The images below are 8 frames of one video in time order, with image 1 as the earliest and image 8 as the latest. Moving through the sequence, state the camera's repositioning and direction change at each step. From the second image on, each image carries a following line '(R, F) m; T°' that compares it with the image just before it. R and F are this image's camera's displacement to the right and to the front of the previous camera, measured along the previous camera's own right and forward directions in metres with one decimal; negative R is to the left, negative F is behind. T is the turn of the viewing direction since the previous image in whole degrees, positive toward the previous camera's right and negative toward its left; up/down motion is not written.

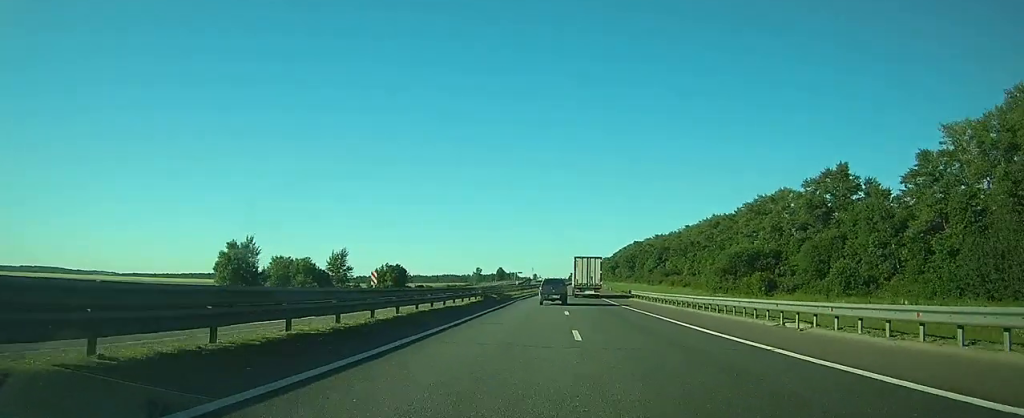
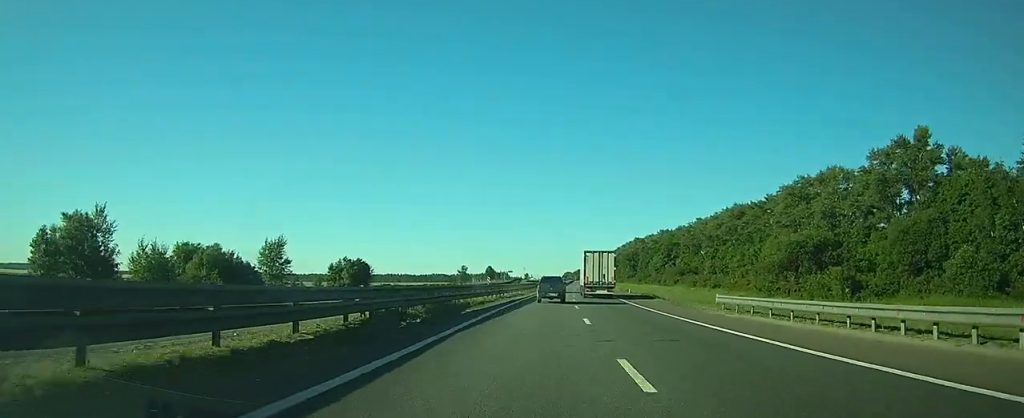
(-0.1, +30.8) m; 0°
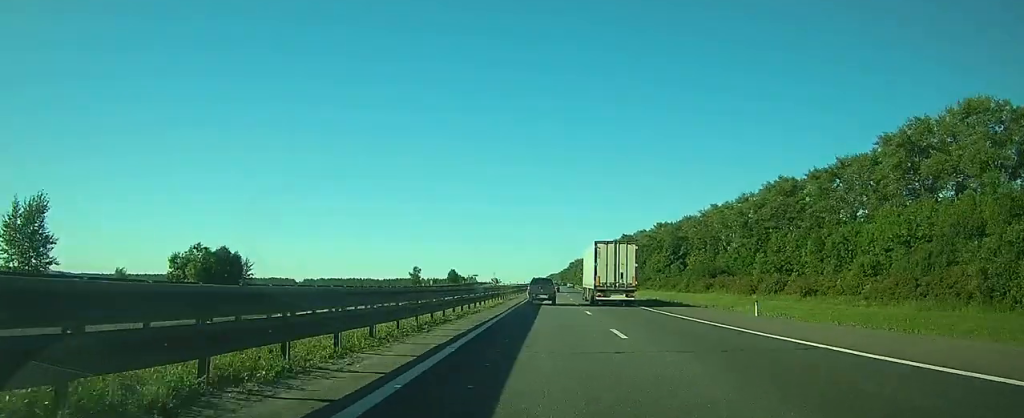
(+0.5, +52.4) m; +2°
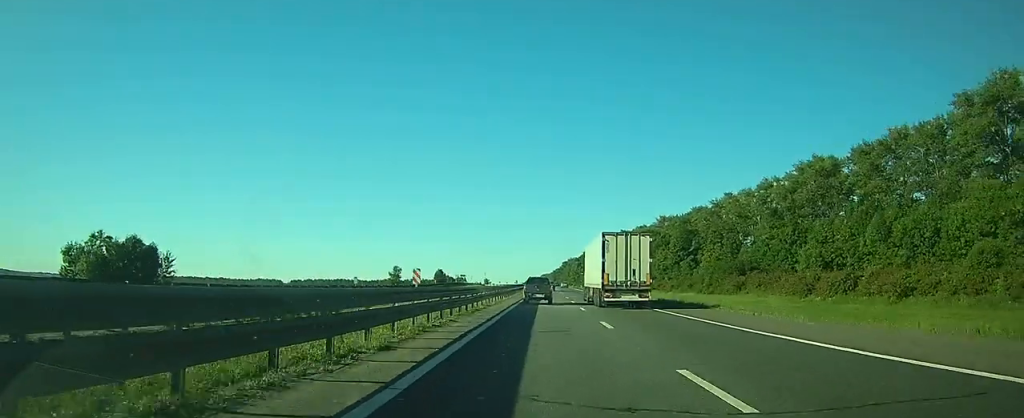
(+0.2, +20.6) m; +1°
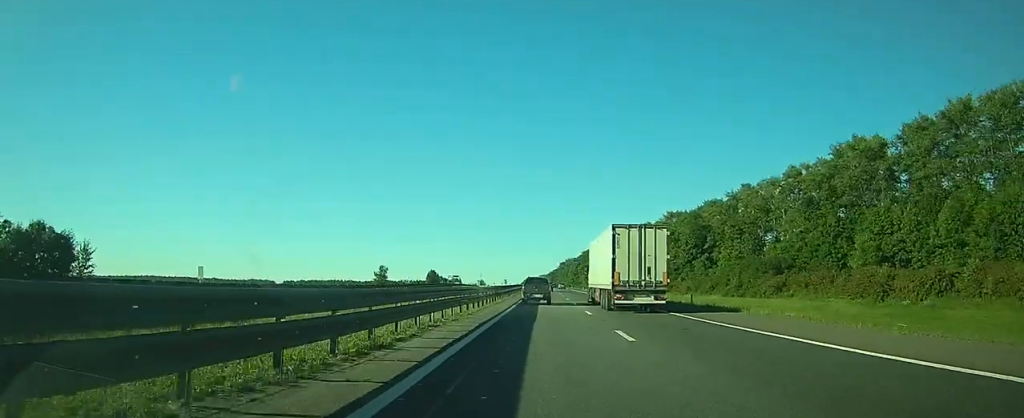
(0.0, +16.0) m; 0°
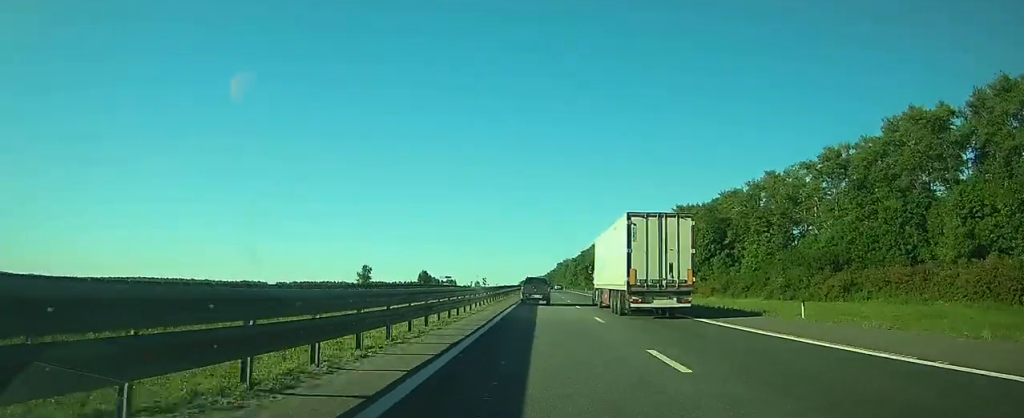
(0.0, +17.0) m; 0°
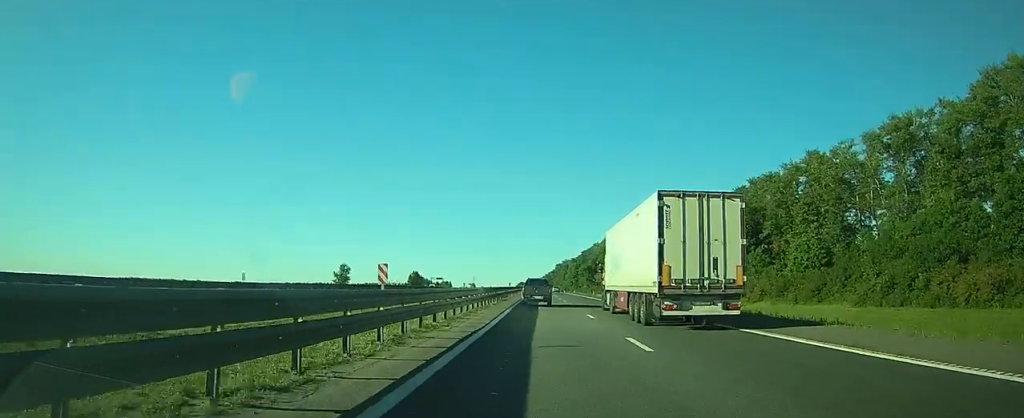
(+0.2, +20.8) m; +1°
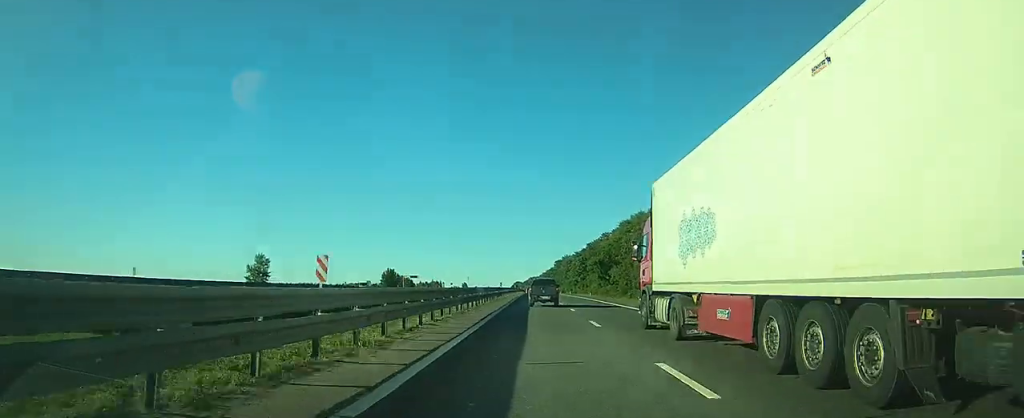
(+0.3, +53.2) m; +1°
